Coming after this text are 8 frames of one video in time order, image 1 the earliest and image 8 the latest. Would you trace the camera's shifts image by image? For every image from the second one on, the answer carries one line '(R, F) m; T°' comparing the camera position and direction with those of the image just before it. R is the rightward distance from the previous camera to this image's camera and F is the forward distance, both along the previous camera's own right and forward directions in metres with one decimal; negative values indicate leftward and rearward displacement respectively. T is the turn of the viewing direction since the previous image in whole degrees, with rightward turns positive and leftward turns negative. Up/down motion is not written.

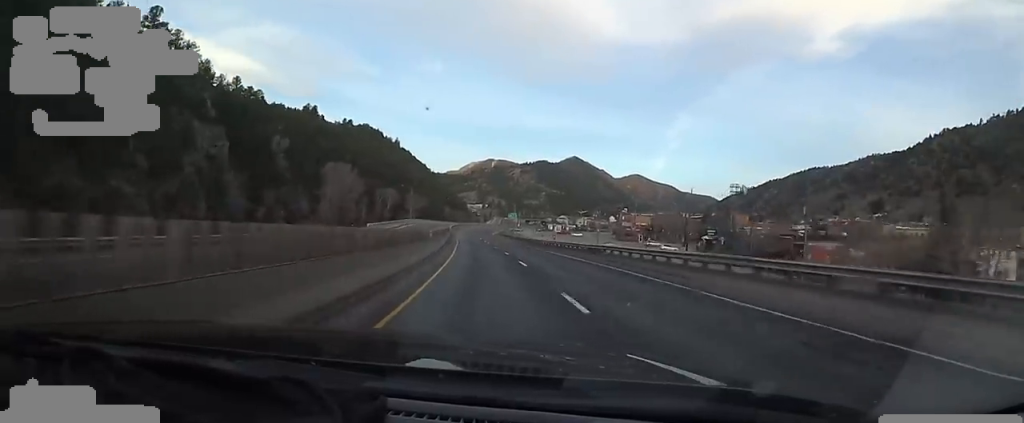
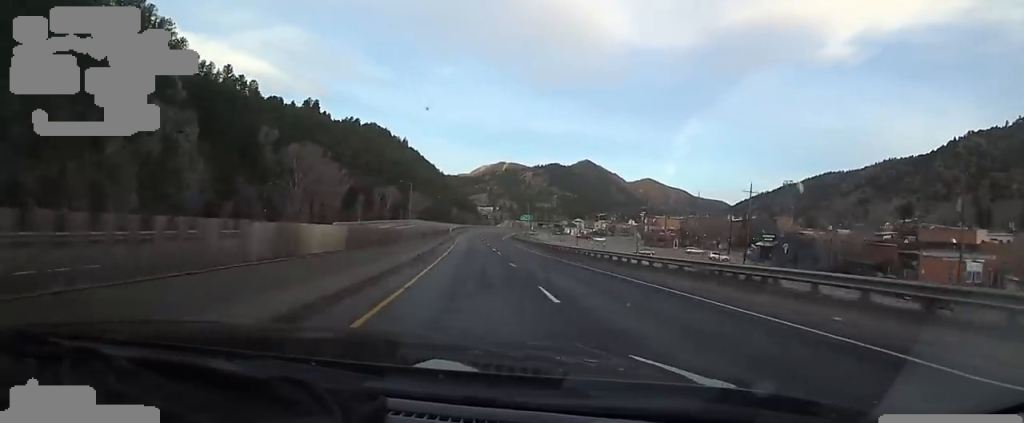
(-1.2, +19.2) m; -2°
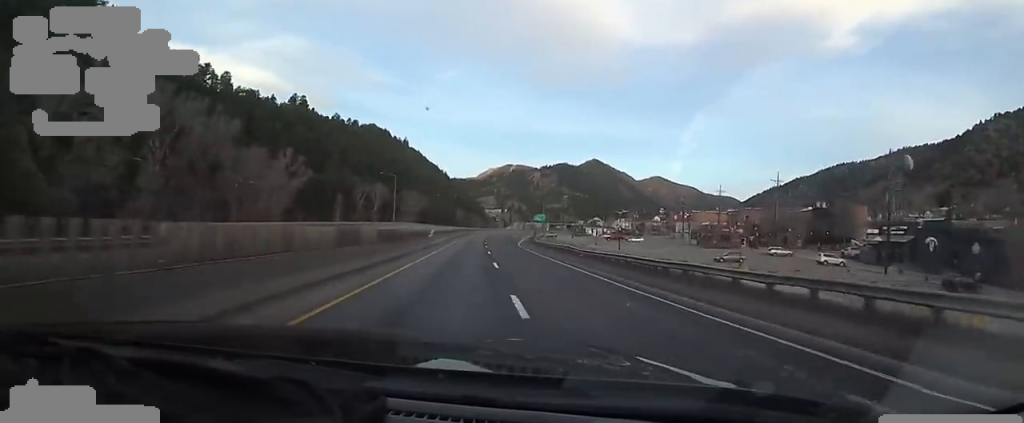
(-0.3, +30.4) m; -2°
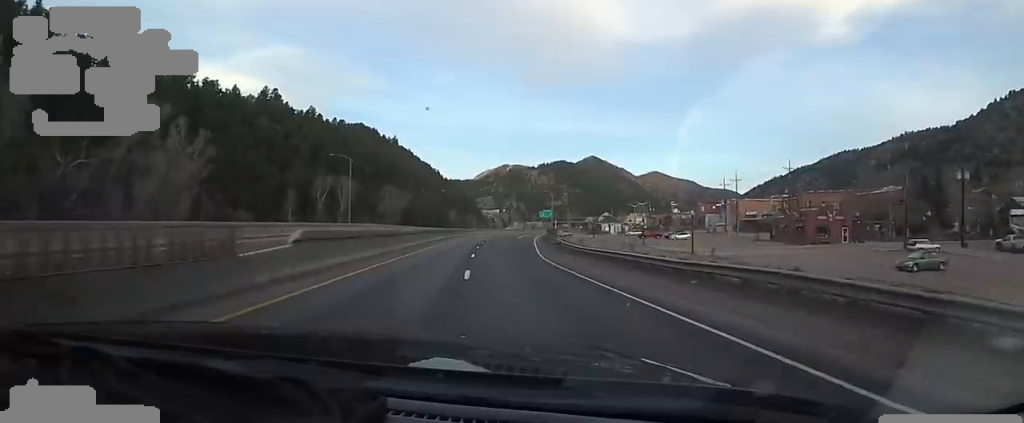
(-0.9, +31.8) m; 0°
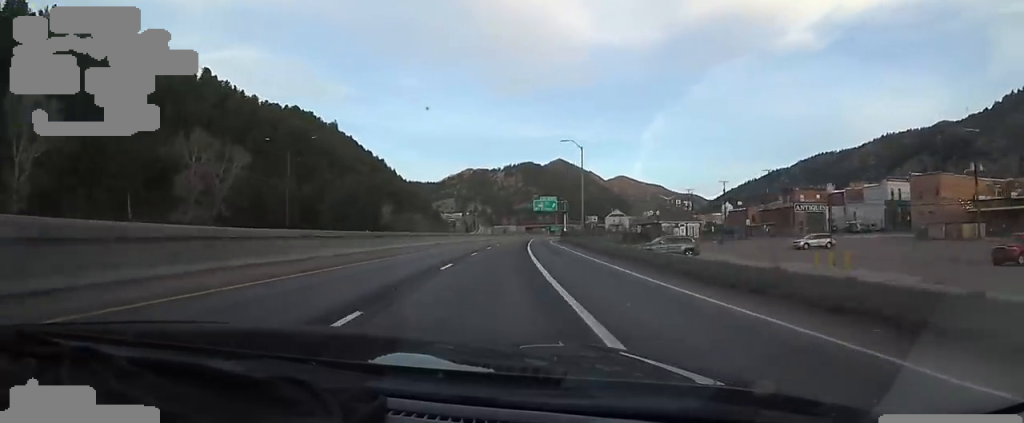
(+4.1, +85.0) m; +5°
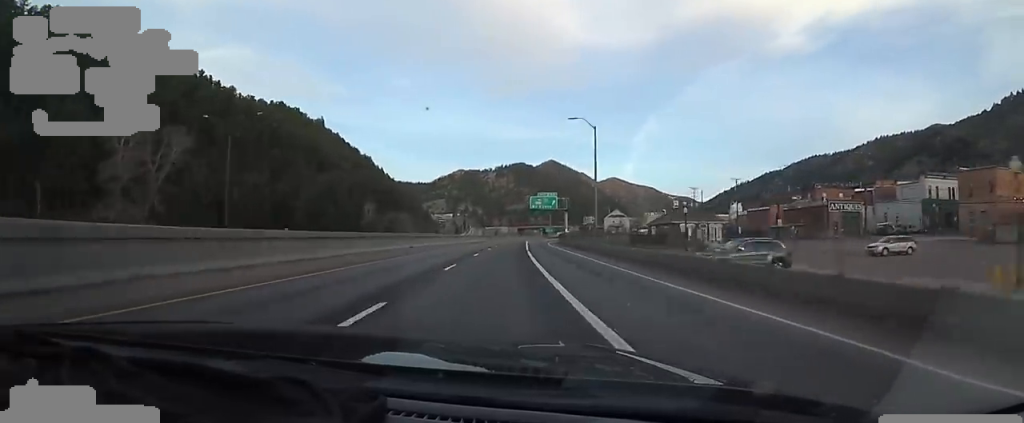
(+0.6, +11.8) m; 0°
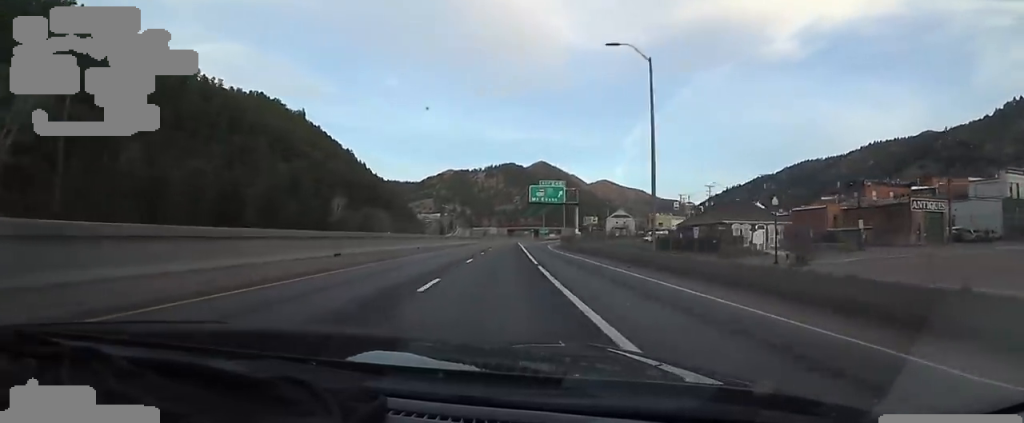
(-0.6, +18.7) m; 0°
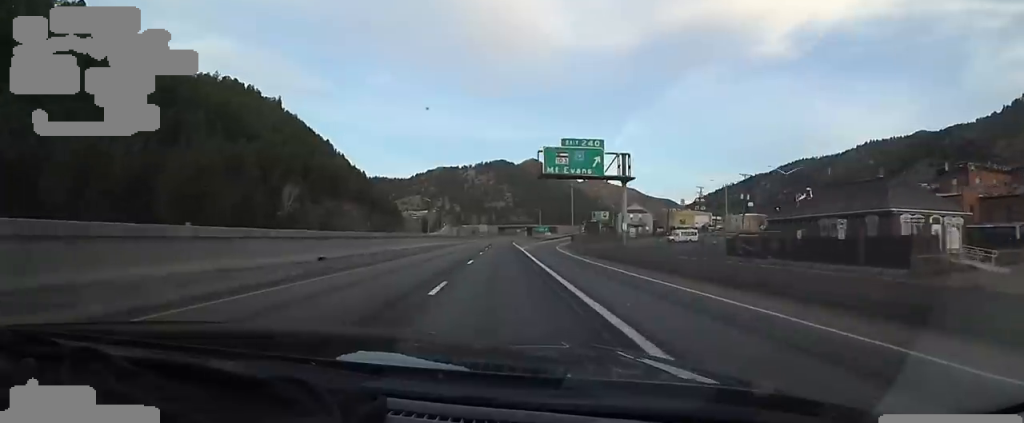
(-0.1, +24.5) m; +1°
